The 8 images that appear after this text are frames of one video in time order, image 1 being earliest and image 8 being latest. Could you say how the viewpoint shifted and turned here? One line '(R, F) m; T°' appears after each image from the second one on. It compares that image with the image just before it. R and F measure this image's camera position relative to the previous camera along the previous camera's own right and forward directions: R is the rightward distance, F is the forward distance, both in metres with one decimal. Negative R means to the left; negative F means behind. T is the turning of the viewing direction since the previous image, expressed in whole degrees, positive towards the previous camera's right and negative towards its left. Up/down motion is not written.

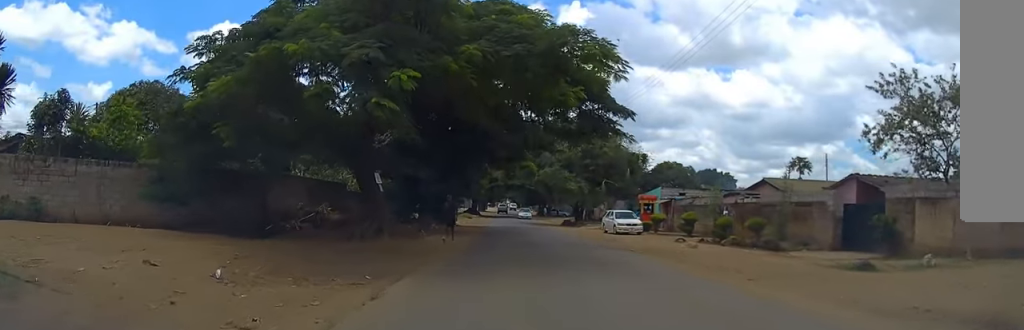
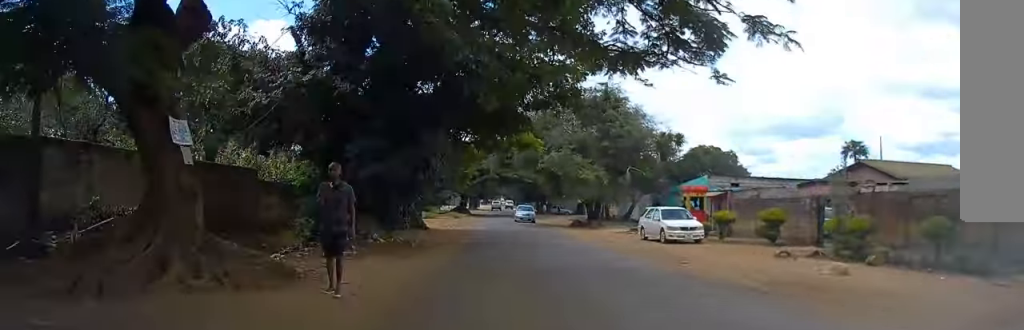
(+0.2, +13.7) m; +1°
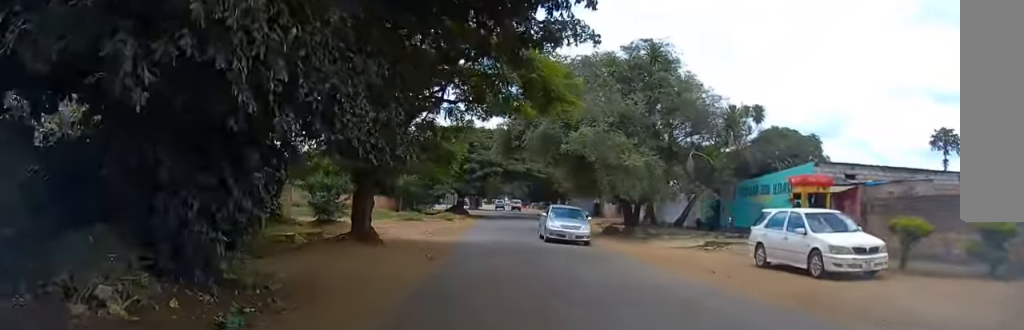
(-0.1, +13.6) m; -1°
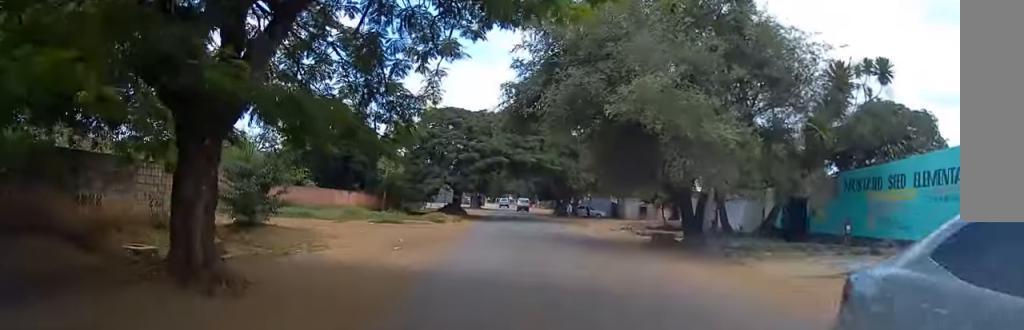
(0.0, +11.3) m; +1°
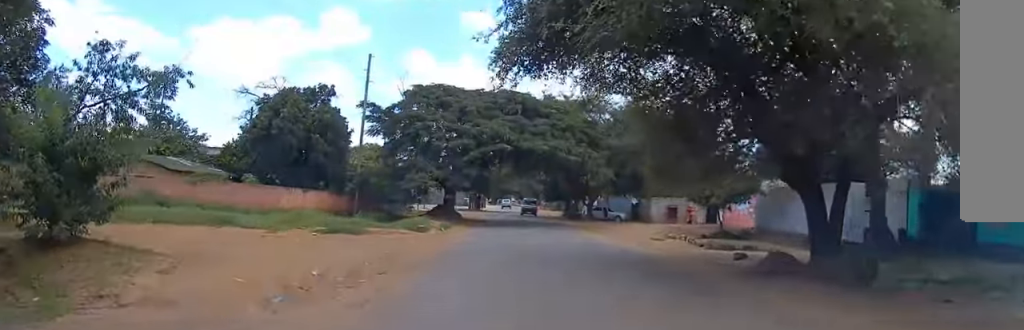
(+0.1, +10.9) m; 0°
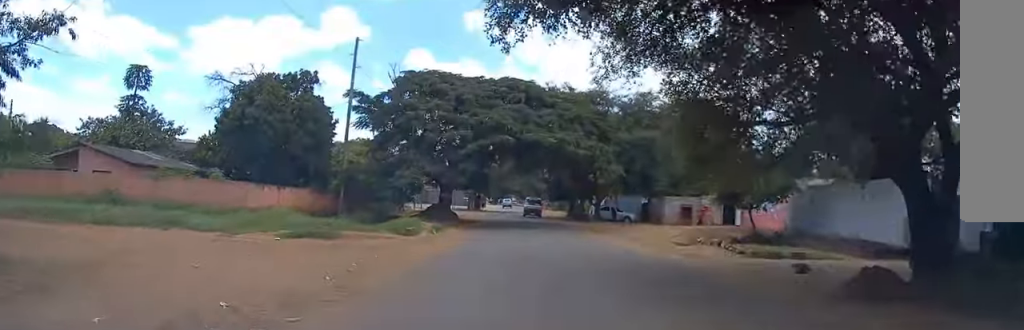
(0.0, +4.2) m; 0°
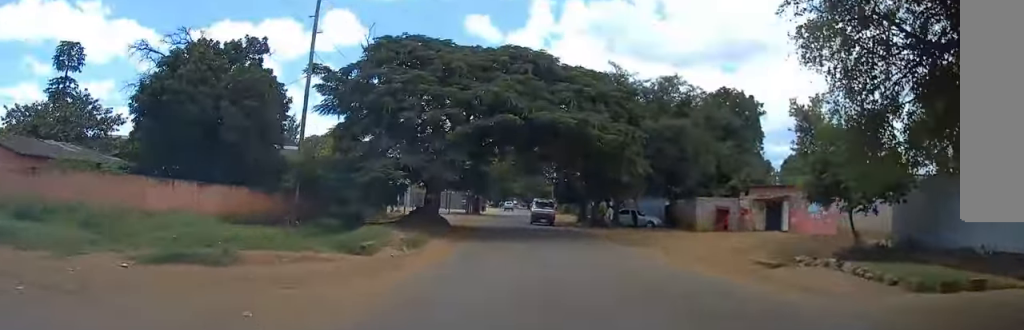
(-0.1, +8.6) m; -1°
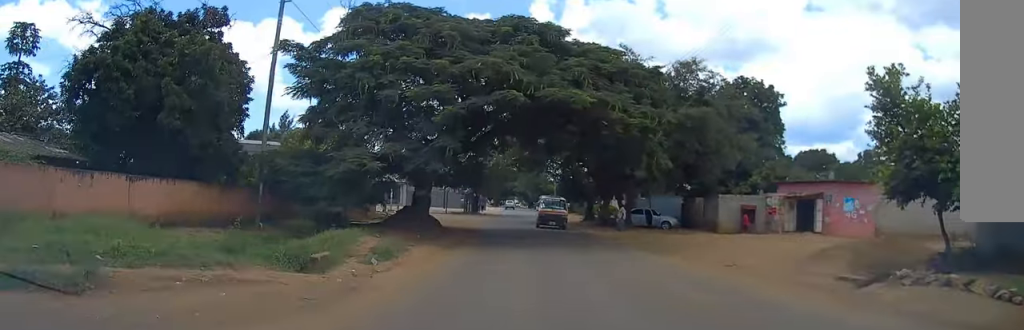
(0.0, +4.7) m; 0°
